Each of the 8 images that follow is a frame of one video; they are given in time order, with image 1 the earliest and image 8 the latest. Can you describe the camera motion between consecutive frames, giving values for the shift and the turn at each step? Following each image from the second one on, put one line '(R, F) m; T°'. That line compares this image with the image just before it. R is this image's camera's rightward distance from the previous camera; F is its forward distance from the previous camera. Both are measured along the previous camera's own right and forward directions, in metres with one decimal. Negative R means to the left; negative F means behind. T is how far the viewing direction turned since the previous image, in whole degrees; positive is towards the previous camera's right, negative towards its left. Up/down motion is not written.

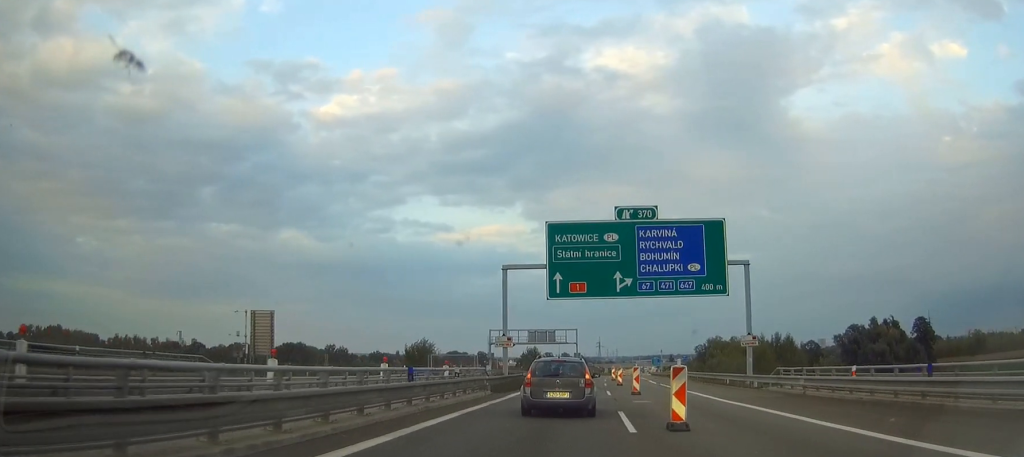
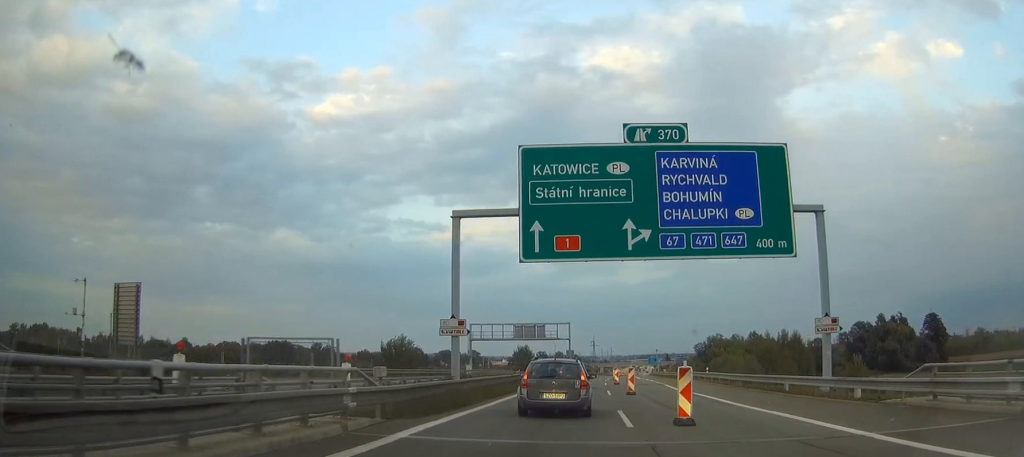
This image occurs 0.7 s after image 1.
(0.0, +16.1) m; +1°
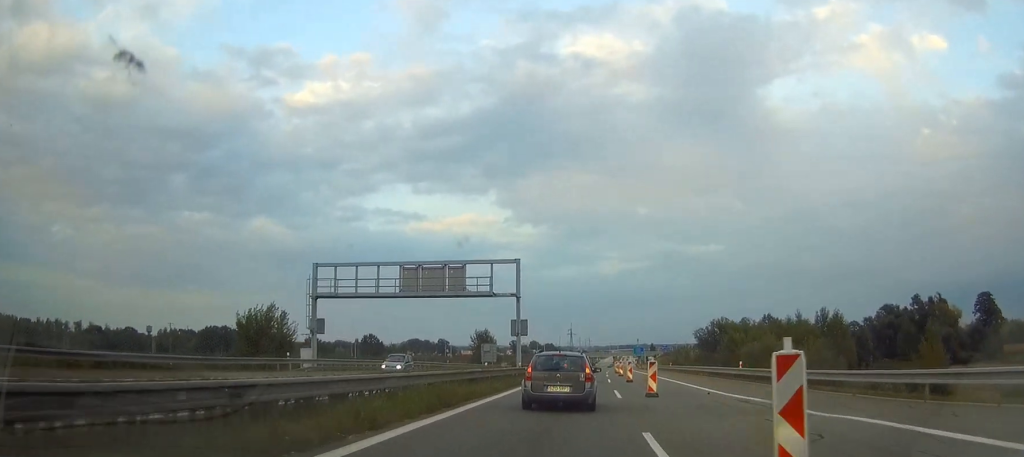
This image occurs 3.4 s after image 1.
(+1.5, +59.4) m; +2°
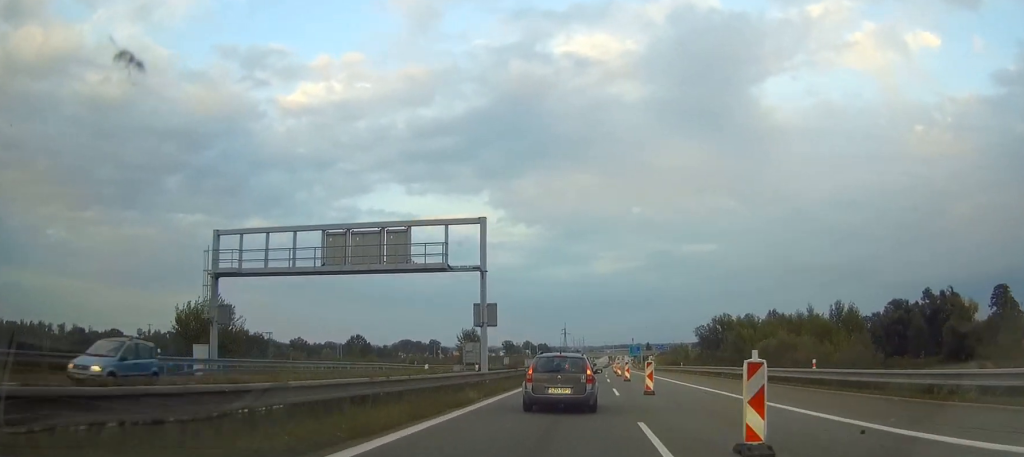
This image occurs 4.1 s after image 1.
(+0.1, +15.6) m; 0°
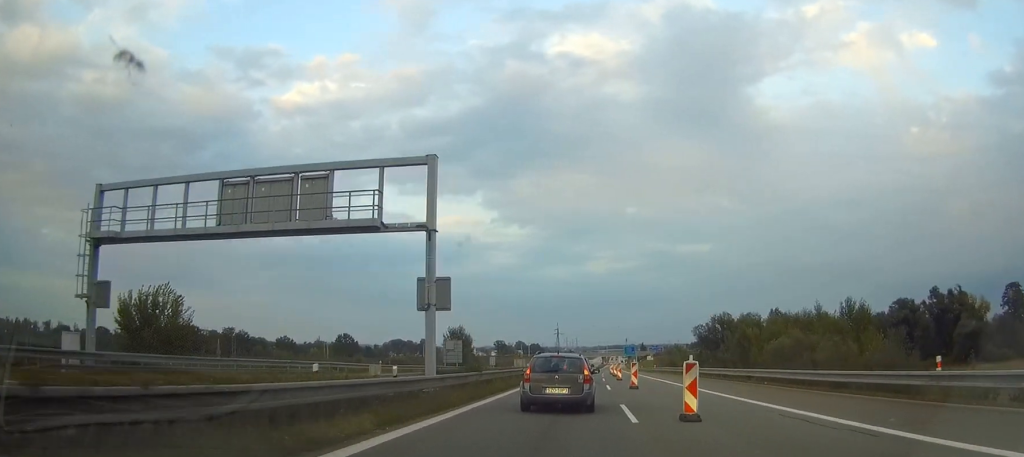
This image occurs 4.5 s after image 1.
(0.0, +11.1) m; 0°
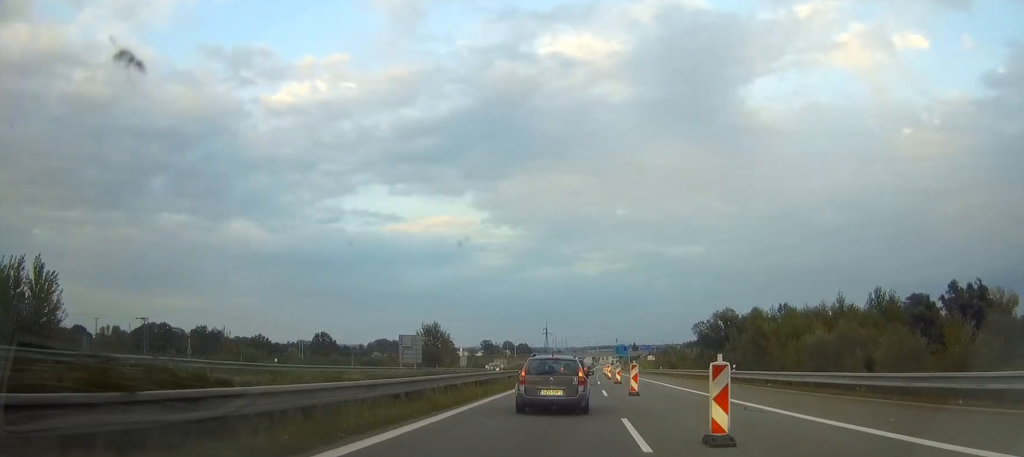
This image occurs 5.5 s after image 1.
(+0.2, +23.0) m; +1°
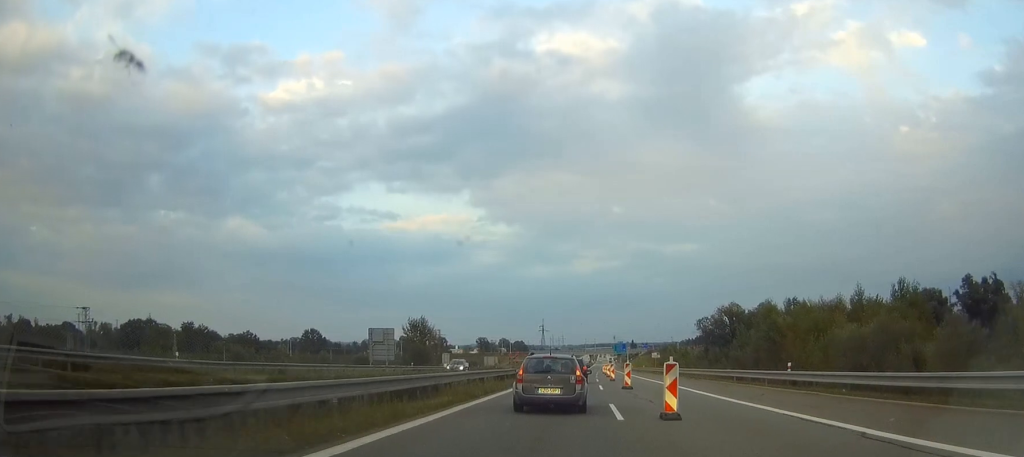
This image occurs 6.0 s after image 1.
(+0.2, +12.7) m; +1°
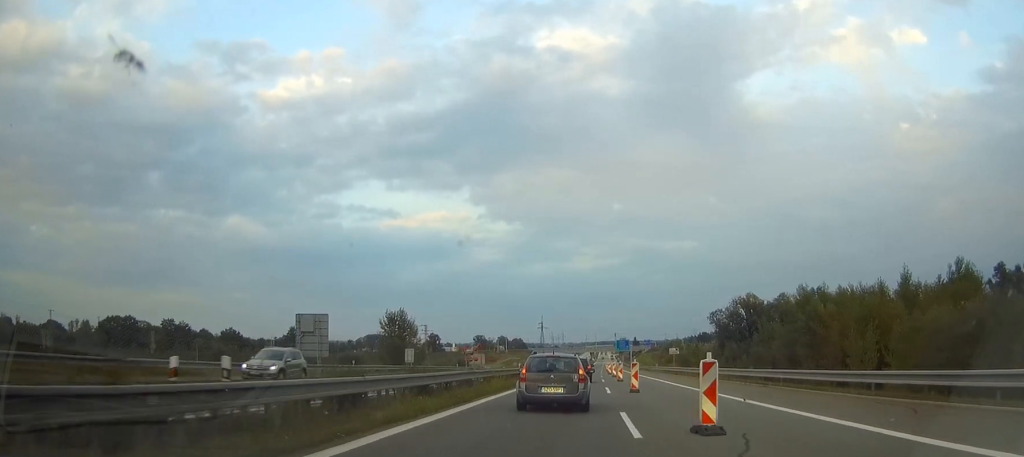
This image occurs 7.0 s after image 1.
(0.0, +22.5) m; 0°
